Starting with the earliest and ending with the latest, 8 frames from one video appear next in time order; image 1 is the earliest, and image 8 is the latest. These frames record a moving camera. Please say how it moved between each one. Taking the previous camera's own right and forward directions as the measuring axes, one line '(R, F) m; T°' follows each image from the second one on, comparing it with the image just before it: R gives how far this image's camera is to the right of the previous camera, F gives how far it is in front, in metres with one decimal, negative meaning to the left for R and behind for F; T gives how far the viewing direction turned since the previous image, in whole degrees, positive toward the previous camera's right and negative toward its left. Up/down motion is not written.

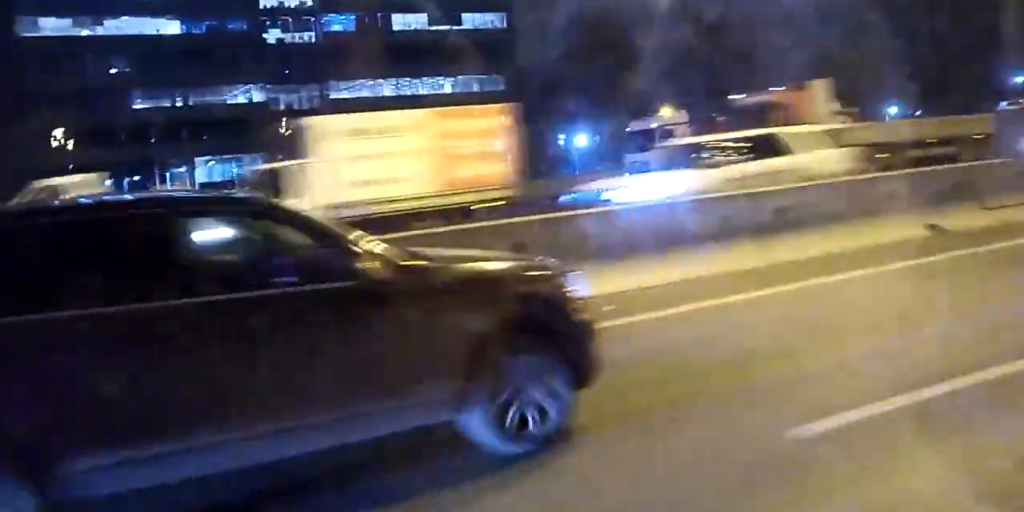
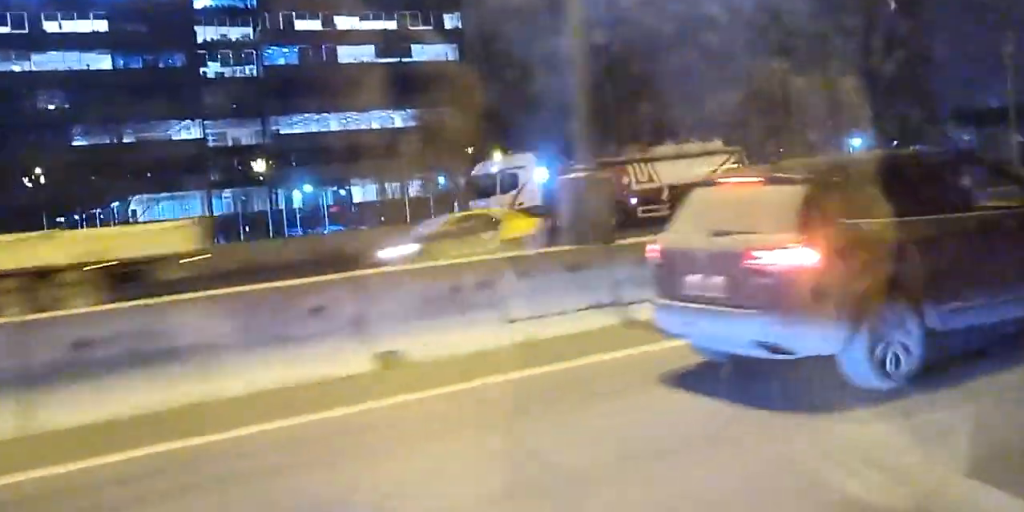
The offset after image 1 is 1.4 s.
(-0.2, +8.8) m; +3°
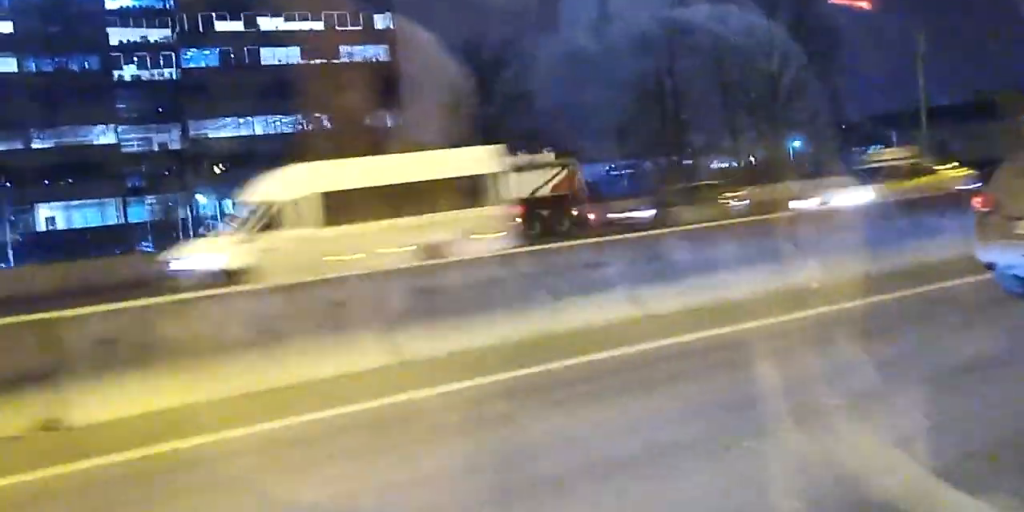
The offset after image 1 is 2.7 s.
(+0.3, +8.2) m; -2°
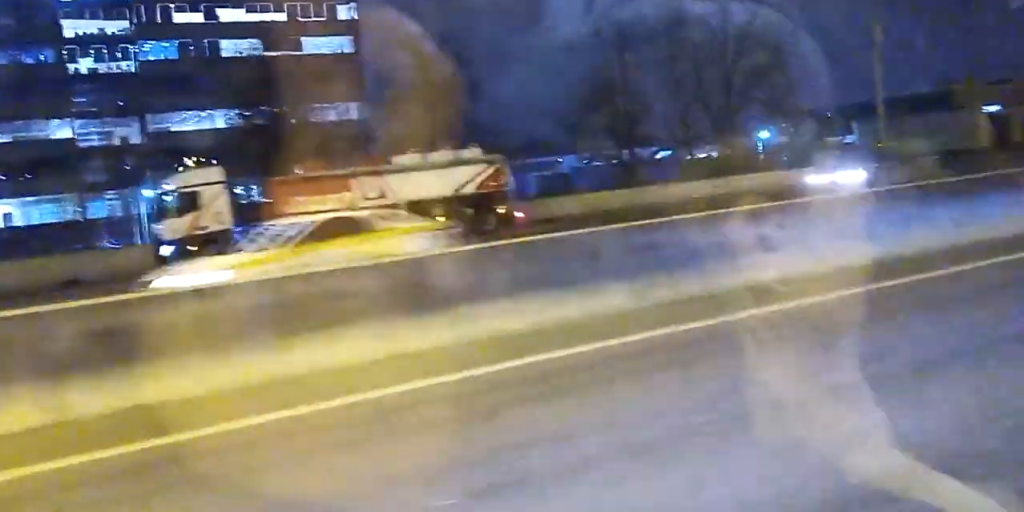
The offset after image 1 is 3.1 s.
(-0.1, +2.9) m; -1°
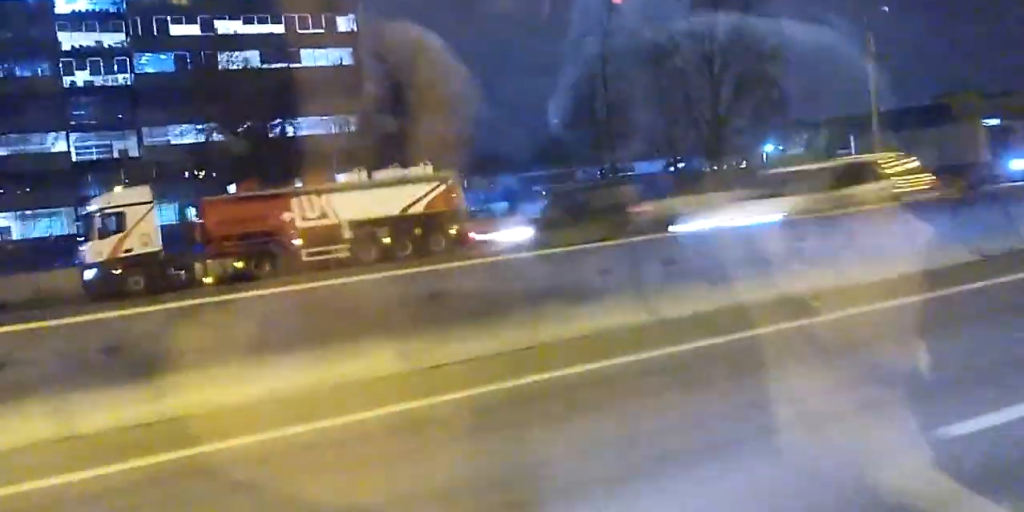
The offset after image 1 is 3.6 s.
(-0.3, +3.1) m; 0°
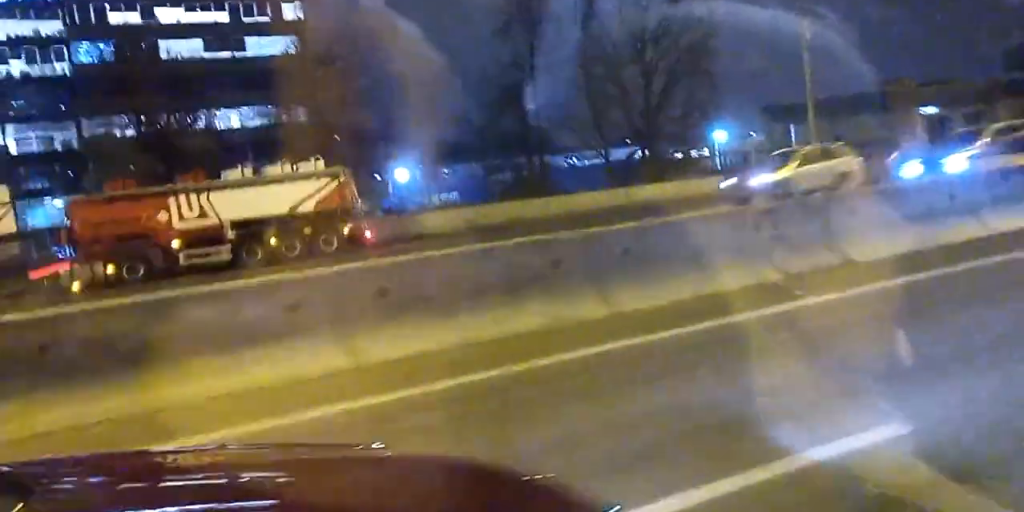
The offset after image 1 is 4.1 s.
(0.0, +3.4) m; +1°
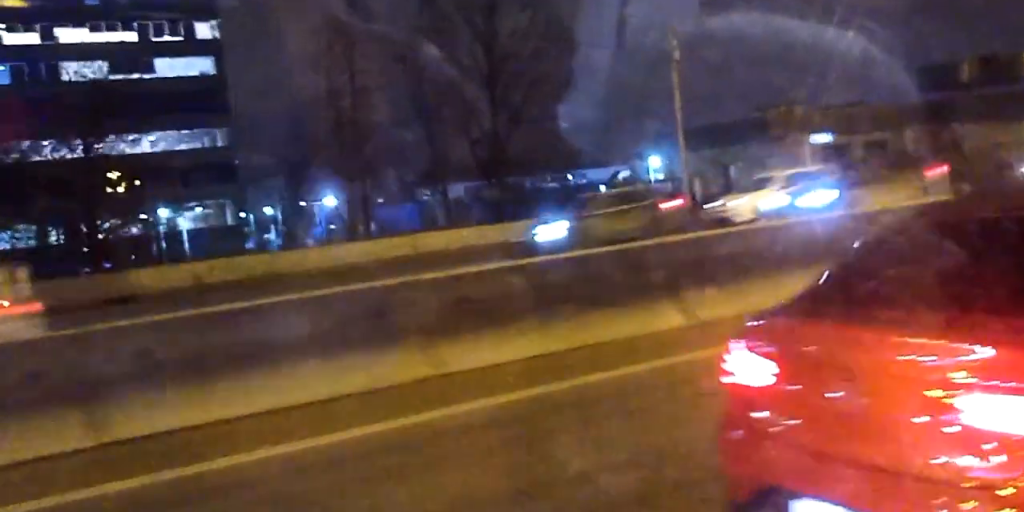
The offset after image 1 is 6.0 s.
(+0.7, +12.4) m; -1°
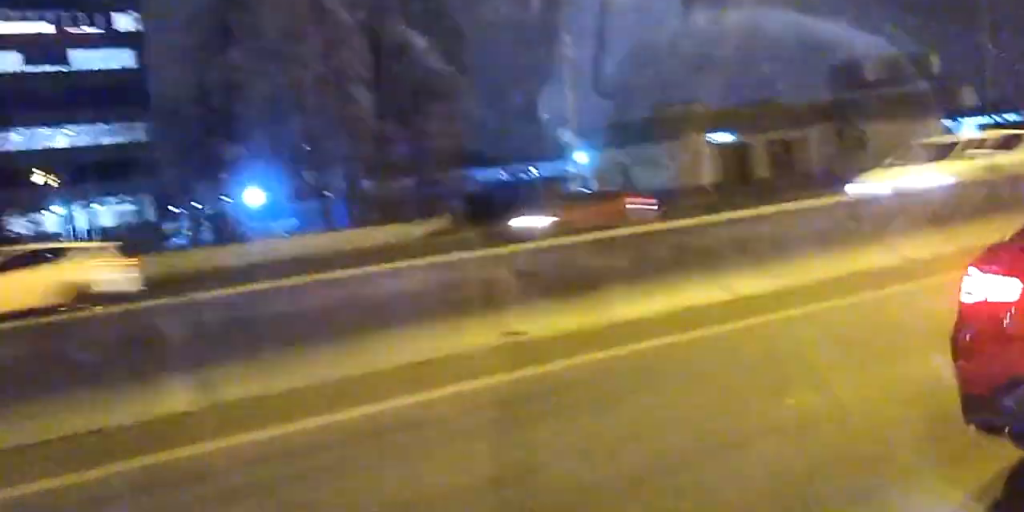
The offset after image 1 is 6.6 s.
(-0.4, +4.6) m; 0°
